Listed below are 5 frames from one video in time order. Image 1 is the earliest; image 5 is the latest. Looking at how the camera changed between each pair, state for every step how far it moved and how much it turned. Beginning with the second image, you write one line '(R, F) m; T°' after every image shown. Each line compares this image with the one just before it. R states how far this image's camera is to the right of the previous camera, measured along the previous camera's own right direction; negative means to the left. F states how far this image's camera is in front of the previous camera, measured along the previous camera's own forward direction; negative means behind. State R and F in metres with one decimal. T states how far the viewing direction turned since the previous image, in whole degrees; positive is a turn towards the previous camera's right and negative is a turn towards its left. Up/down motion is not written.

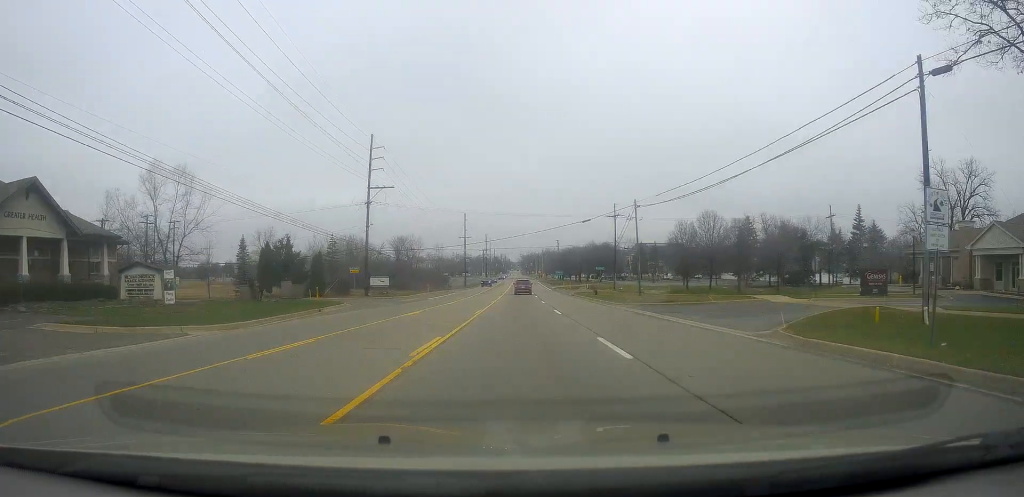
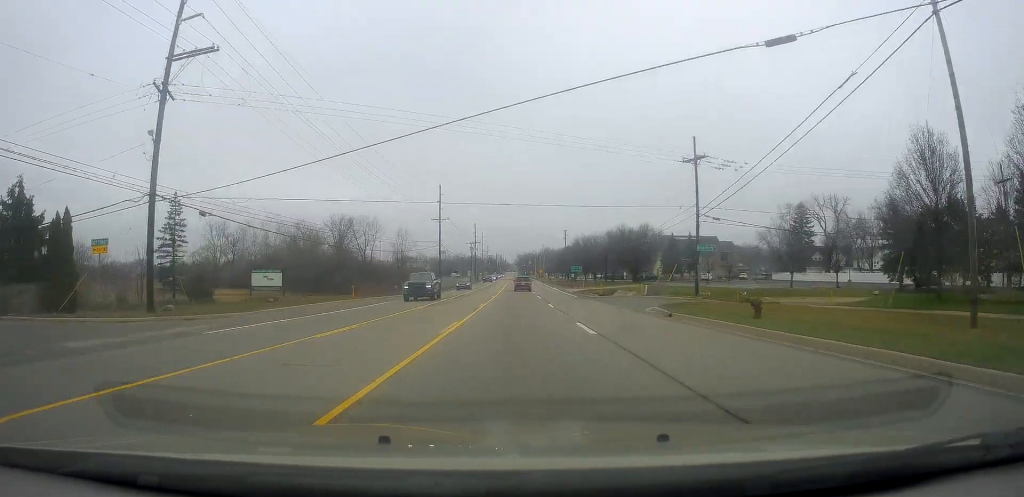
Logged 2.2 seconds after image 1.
(+0.9, +41.5) m; +1°
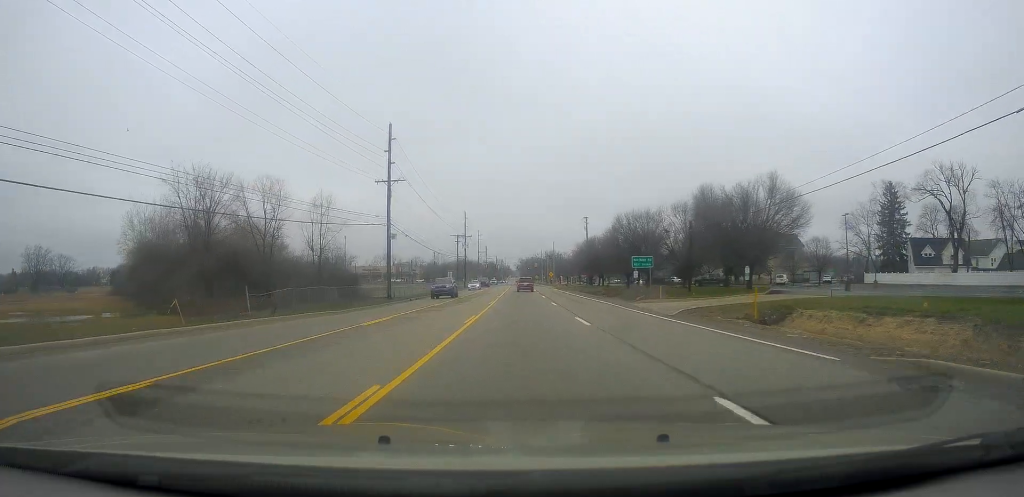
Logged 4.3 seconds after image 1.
(-0.5, +42.9) m; 0°
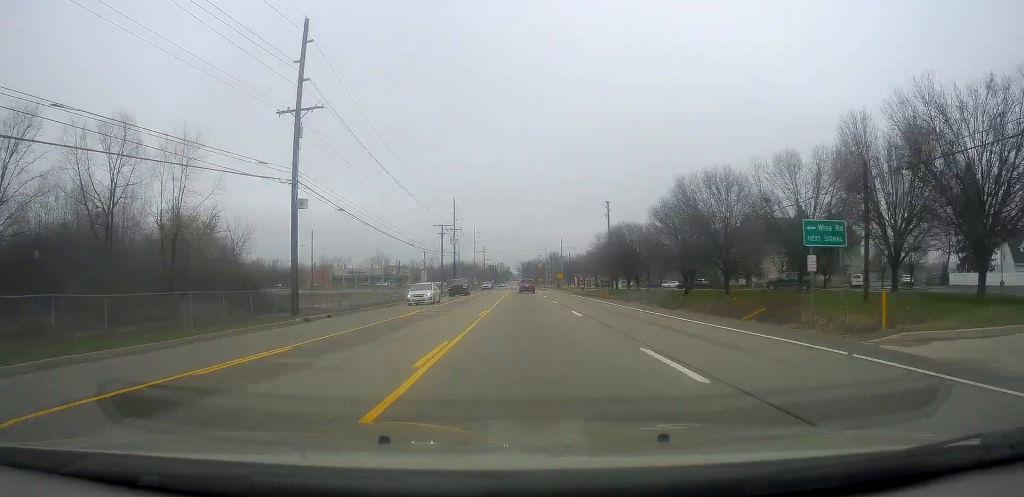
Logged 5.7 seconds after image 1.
(+0.3, +26.5) m; +1°
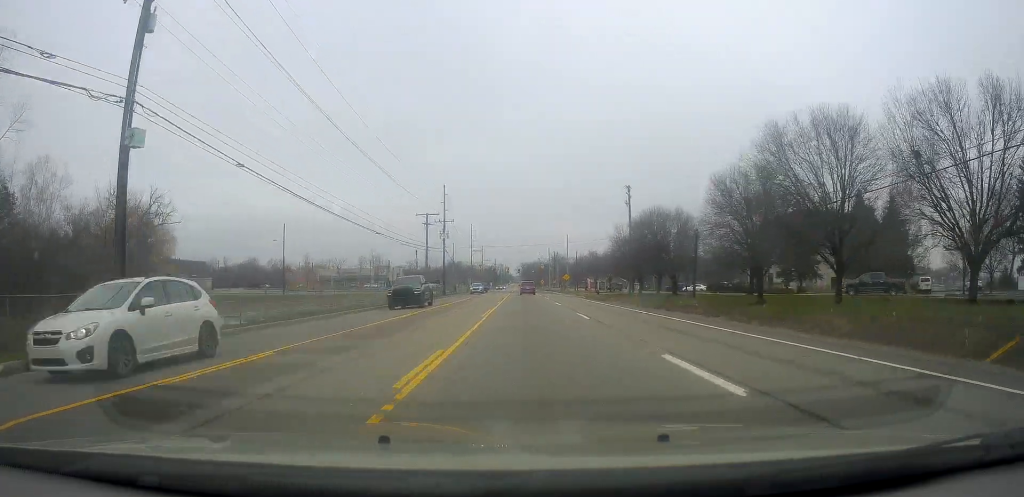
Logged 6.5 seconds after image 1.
(+0.1, +16.4) m; -1°
